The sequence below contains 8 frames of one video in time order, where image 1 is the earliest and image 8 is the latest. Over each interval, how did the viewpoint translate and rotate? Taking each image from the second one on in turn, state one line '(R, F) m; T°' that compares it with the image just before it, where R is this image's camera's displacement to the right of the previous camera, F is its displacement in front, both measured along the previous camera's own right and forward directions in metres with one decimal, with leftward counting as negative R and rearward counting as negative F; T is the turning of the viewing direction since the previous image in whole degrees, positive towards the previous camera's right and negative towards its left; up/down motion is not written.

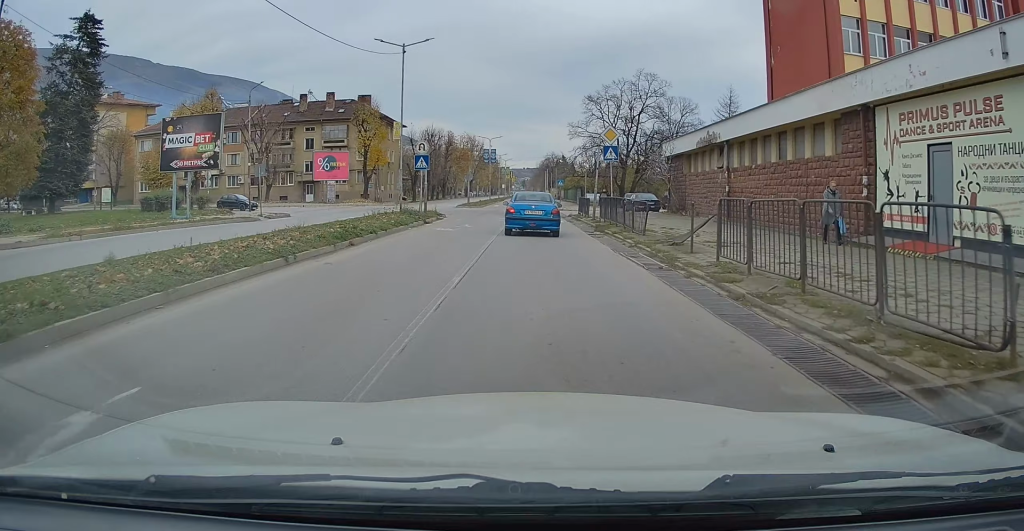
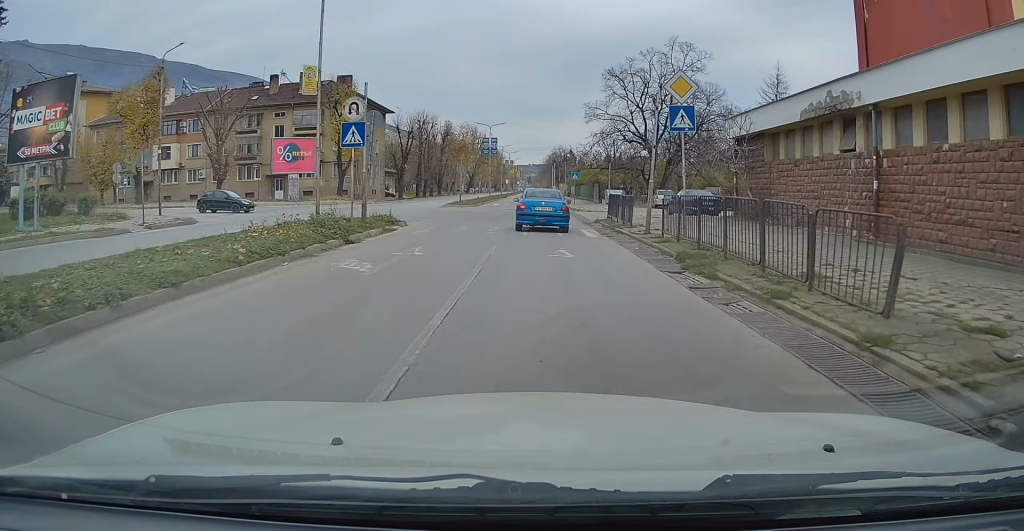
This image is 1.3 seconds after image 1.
(0.0, +12.9) m; 0°
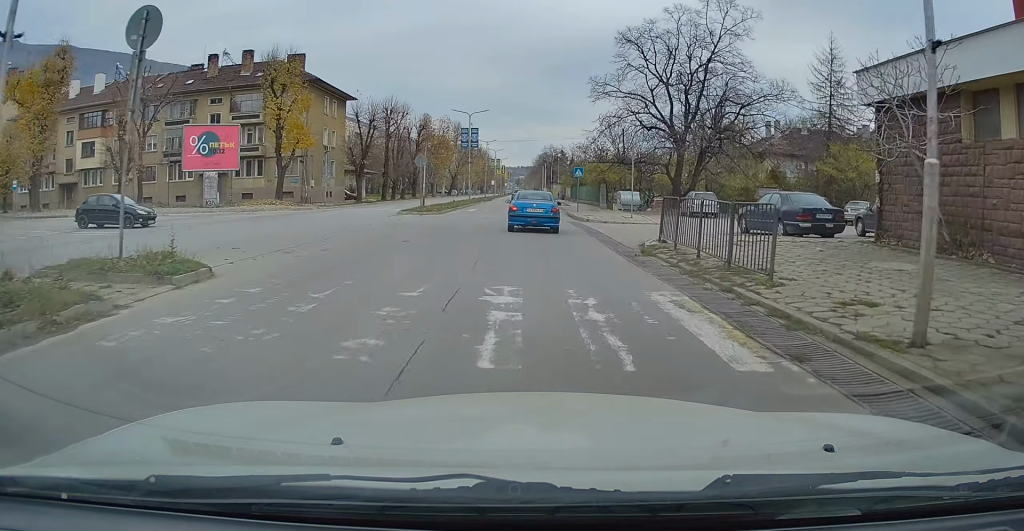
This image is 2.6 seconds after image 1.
(0.0, +13.8) m; 0°
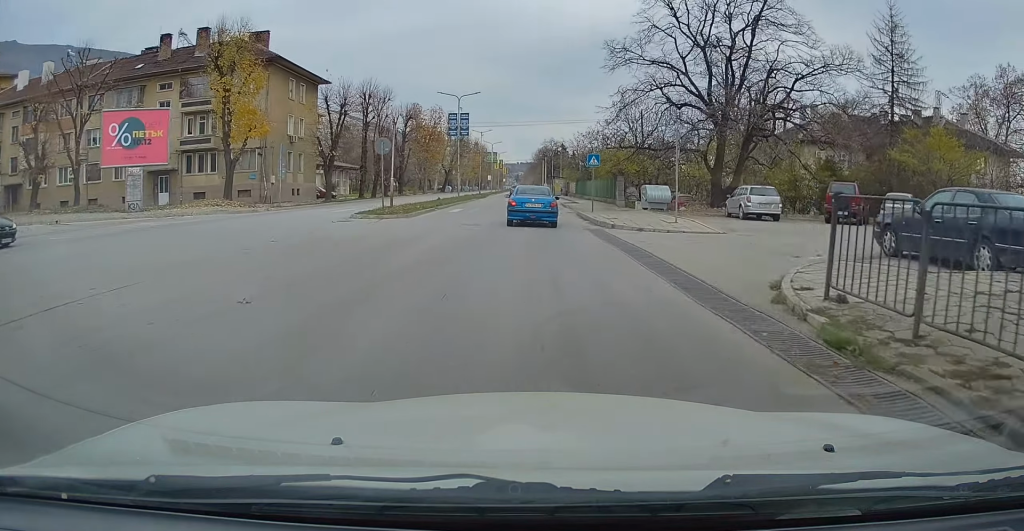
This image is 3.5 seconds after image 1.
(0.0, +9.3) m; 0°
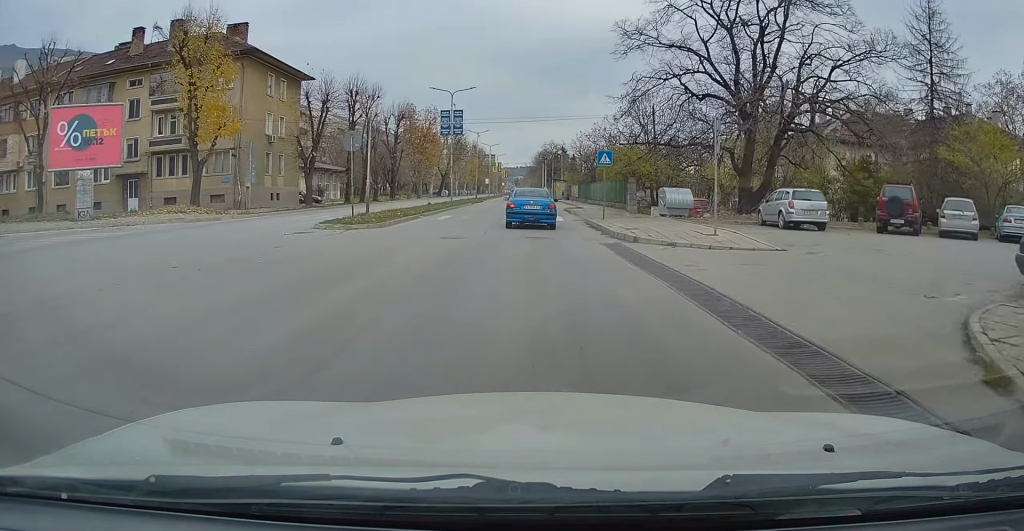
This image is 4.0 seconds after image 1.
(0.0, +4.5) m; 0°
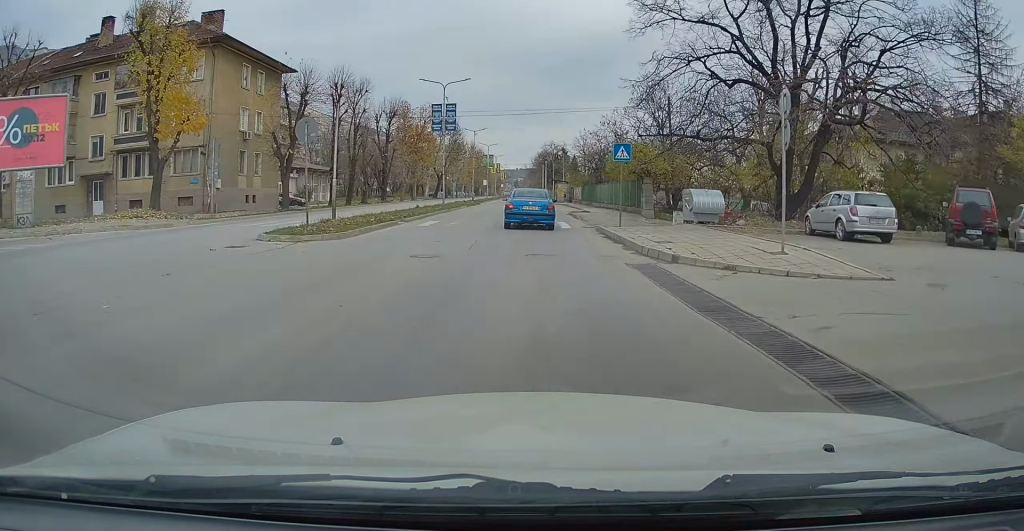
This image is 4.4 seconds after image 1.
(0.0, +4.7) m; 0°
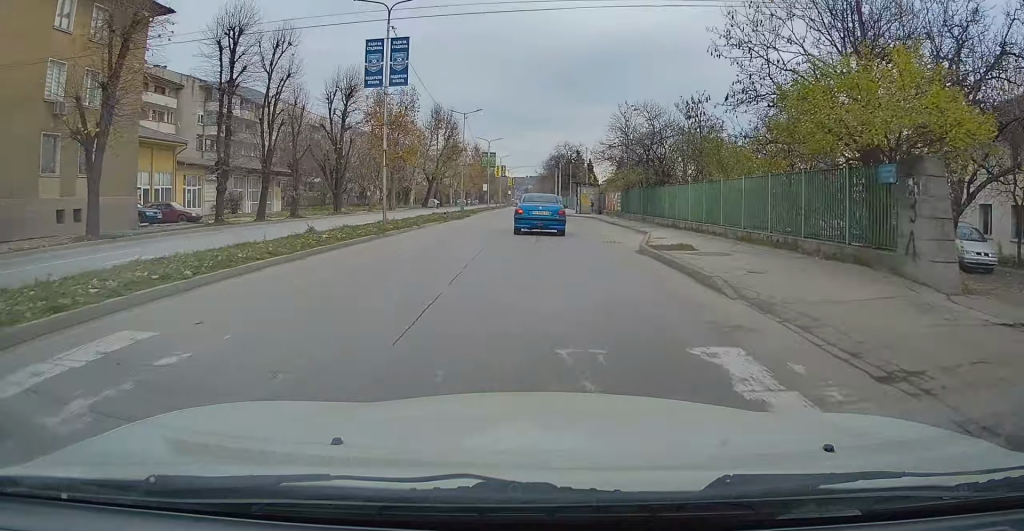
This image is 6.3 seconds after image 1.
(0.0, +21.2) m; 0°
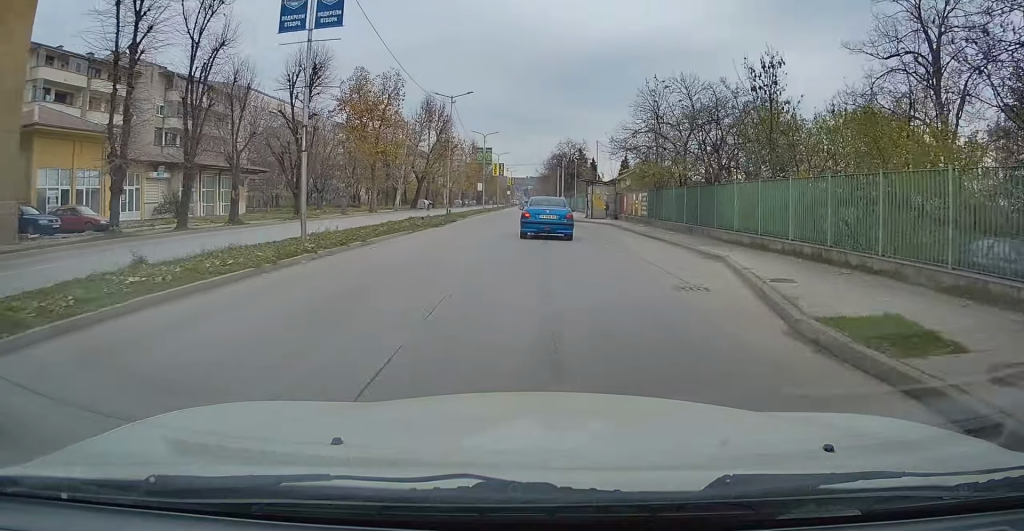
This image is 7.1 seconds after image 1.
(0.0, +9.1) m; 0°
